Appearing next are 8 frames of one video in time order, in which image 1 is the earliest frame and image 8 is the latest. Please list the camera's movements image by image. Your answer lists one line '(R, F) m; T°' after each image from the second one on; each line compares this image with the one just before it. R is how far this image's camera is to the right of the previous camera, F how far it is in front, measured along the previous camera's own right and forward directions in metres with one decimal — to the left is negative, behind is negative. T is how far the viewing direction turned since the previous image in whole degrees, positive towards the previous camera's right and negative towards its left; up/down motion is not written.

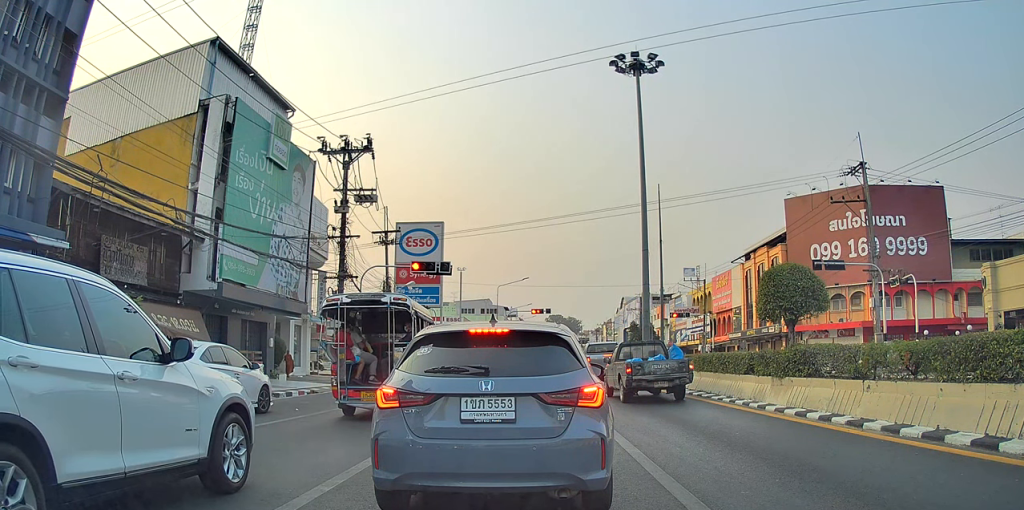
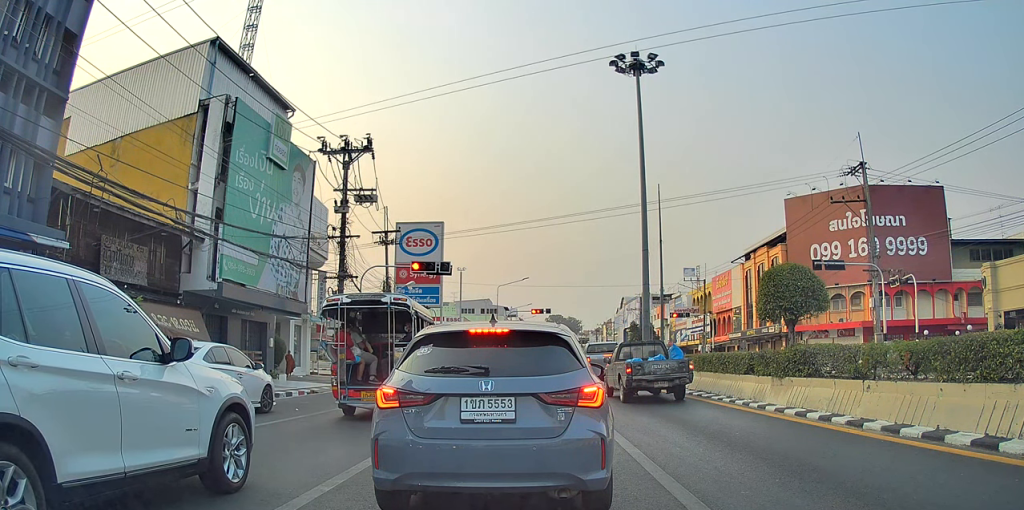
(0.0, 0.0) m; 0°
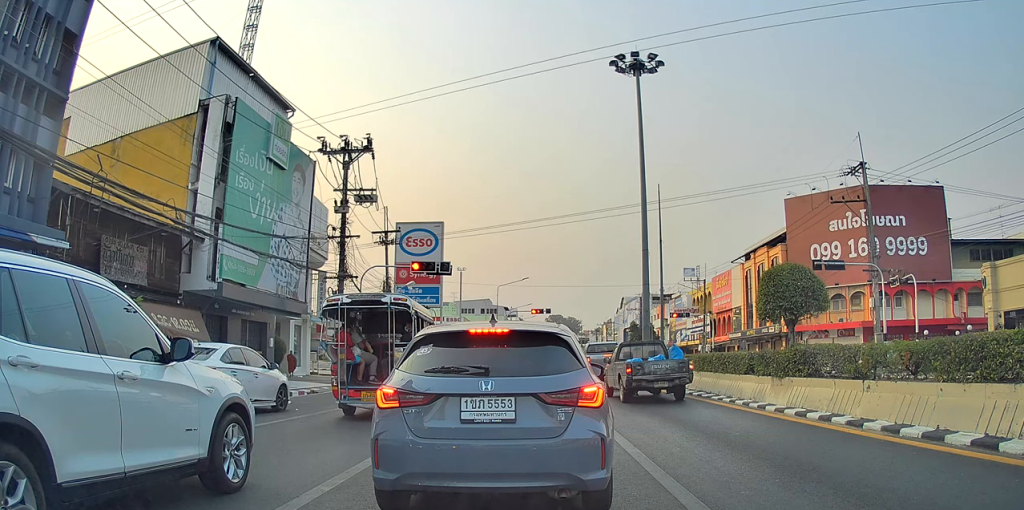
(0.0, 0.0) m; 0°
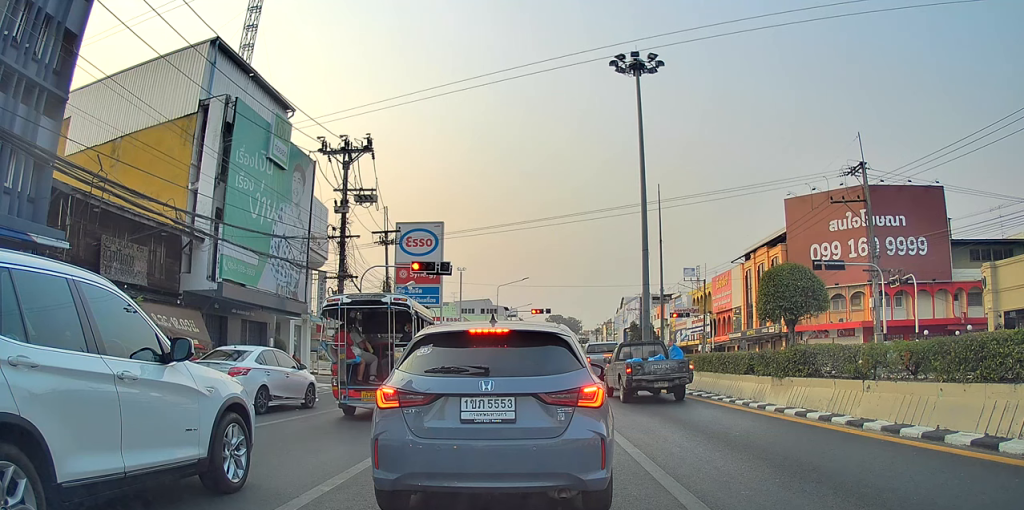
(0.0, 0.0) m; 0°
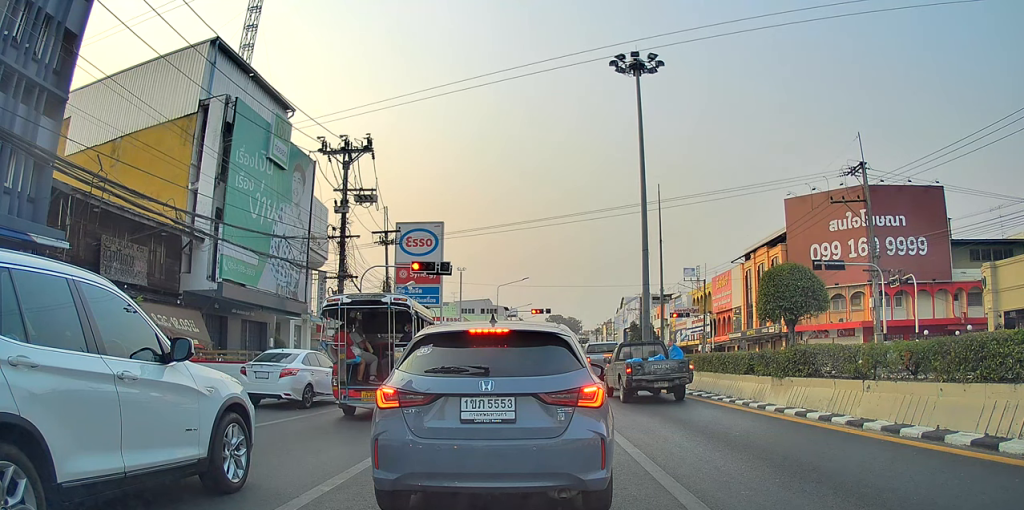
(0.0, 0.0) m; 0°
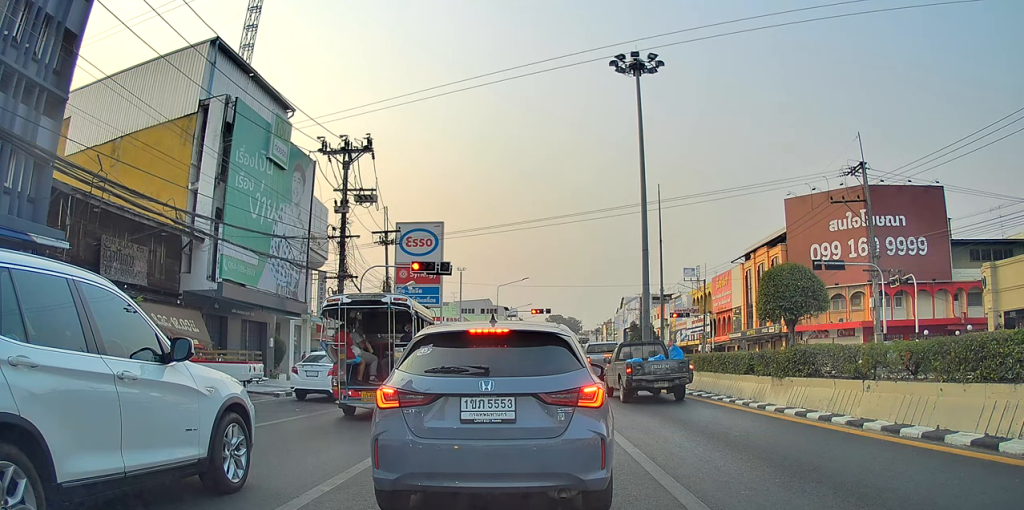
(0.0, 0.0) m; 0°
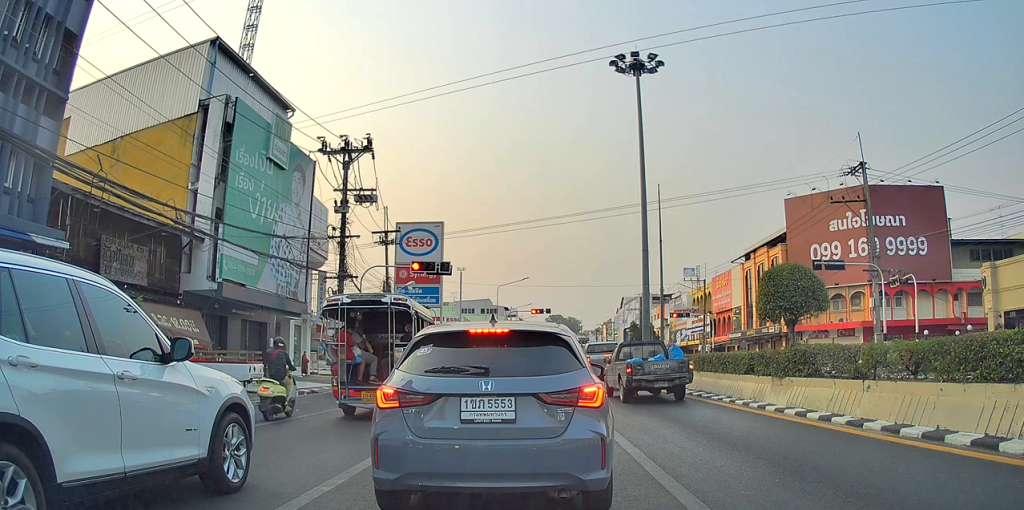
(0.0, 0.0) m; 0°
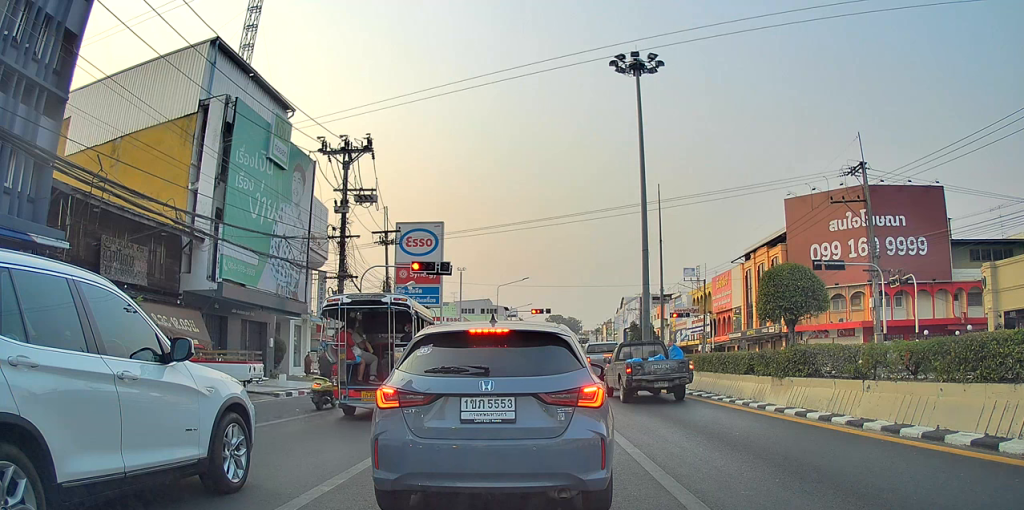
(0.0, 0.0) m; 0°
